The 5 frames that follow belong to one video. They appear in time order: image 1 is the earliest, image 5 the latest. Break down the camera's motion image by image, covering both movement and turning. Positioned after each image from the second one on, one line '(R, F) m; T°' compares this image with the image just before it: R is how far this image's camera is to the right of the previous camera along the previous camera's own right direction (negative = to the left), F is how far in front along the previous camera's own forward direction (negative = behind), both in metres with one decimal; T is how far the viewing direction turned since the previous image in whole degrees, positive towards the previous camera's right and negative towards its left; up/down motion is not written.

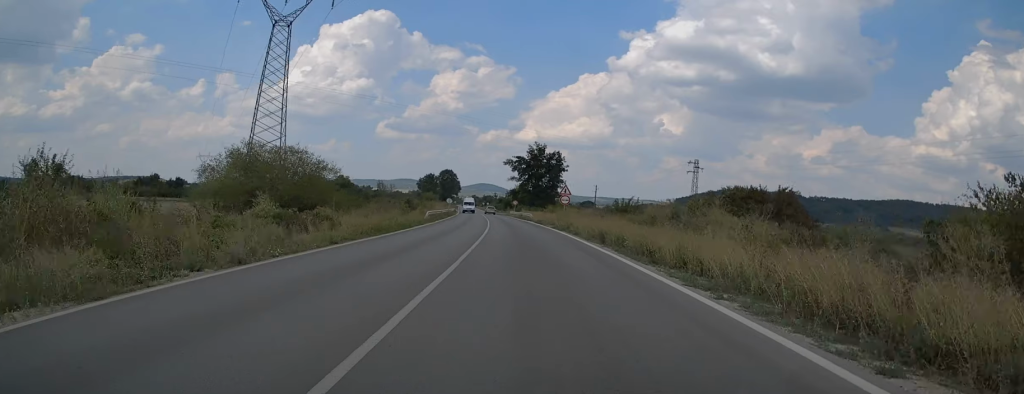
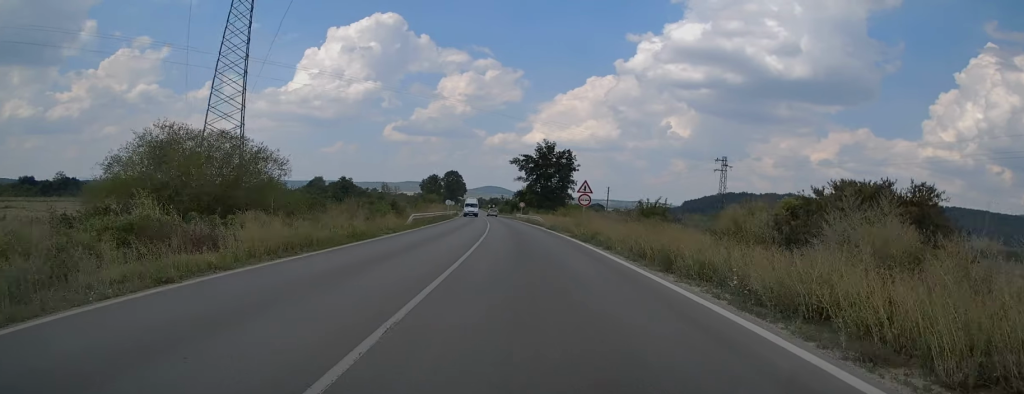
(-0.1, +9.9) m; -1°
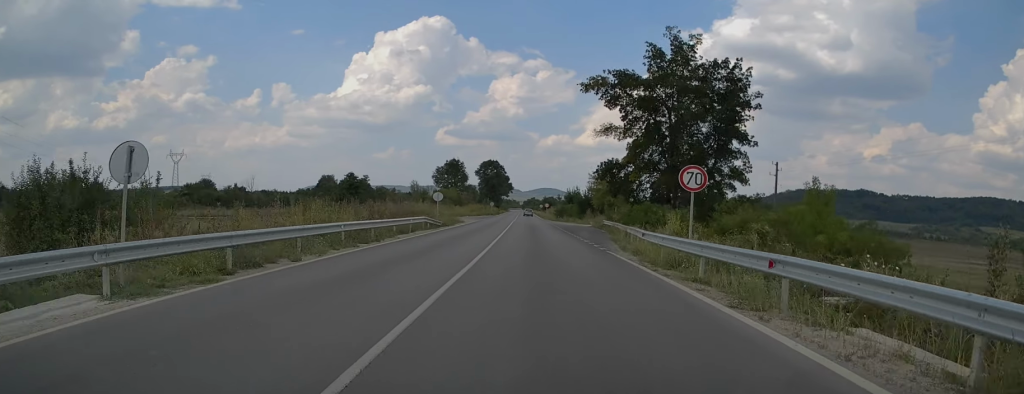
(-3.1, +76.5) m; -5°
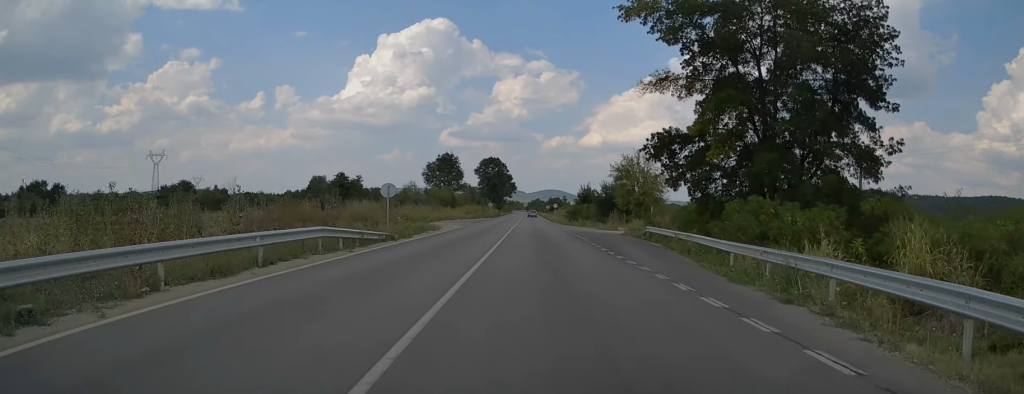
(-0.2, +18.8) m; -1°
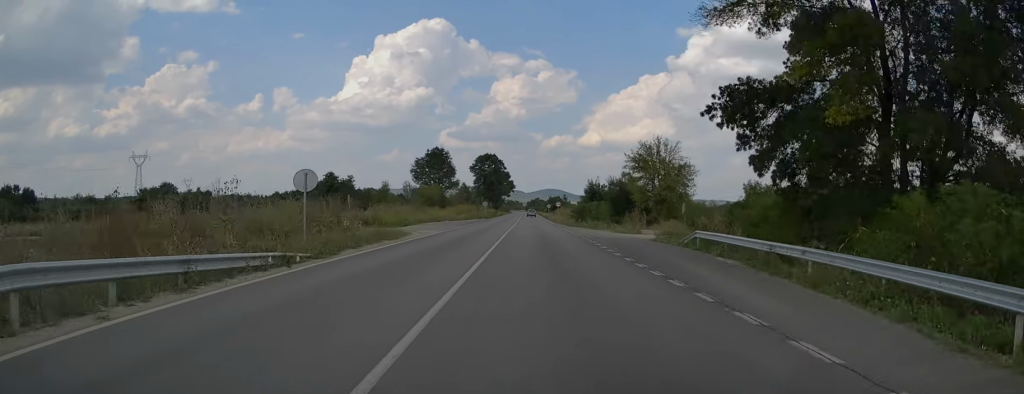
(-0.1, +11.3) m; 0°
